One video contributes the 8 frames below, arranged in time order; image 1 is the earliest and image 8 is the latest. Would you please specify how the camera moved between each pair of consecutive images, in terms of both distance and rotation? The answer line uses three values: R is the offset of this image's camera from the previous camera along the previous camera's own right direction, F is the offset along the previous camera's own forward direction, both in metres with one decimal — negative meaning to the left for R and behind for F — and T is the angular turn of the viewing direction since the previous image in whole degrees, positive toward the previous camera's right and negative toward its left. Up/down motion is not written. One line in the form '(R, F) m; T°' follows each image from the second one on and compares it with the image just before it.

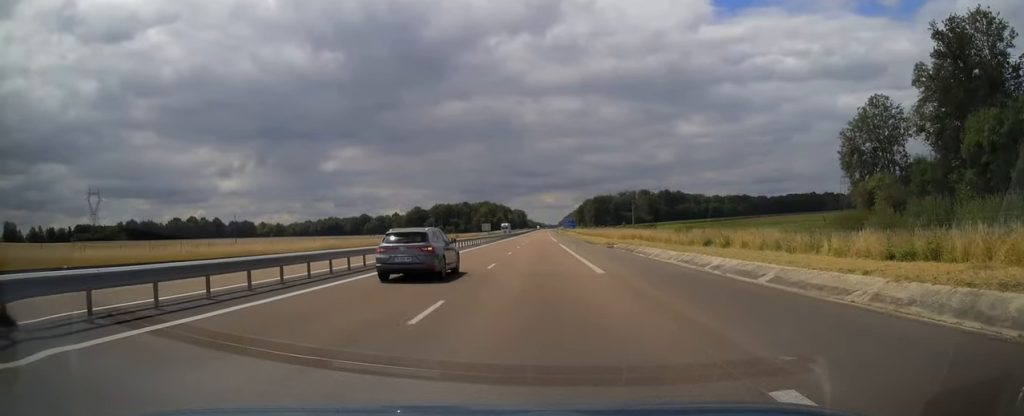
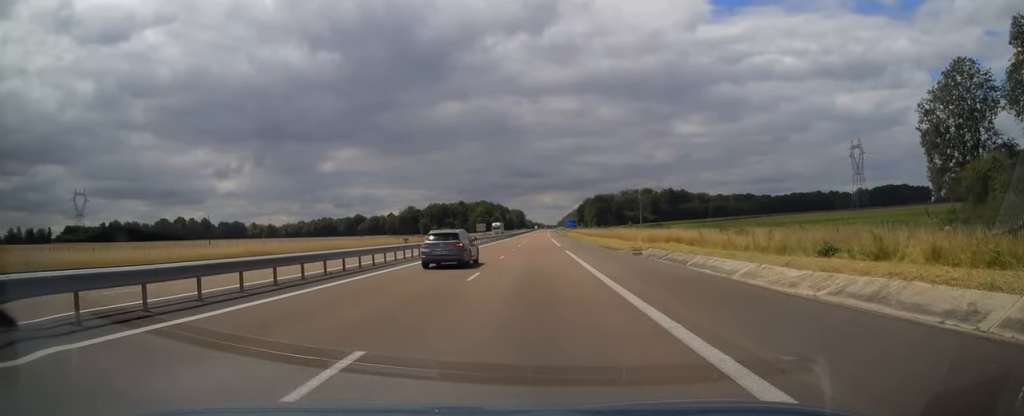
(0.0, +18.1) m; 0°
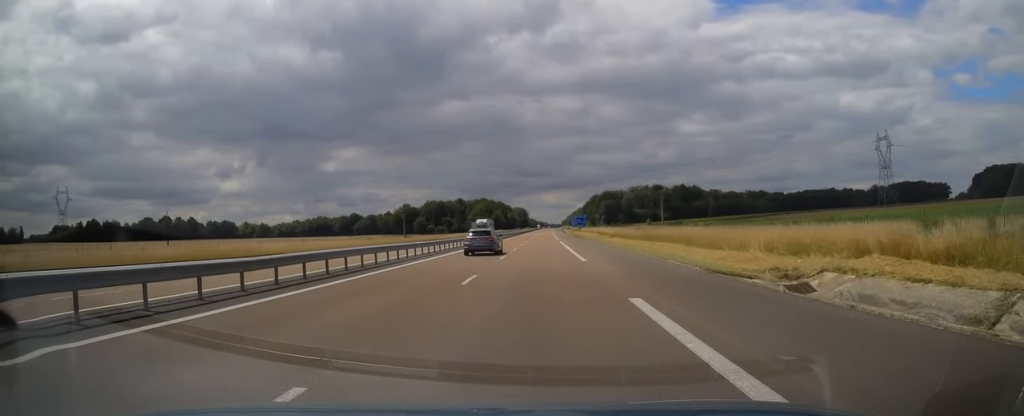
(+0.1, +28.0) m; 0°
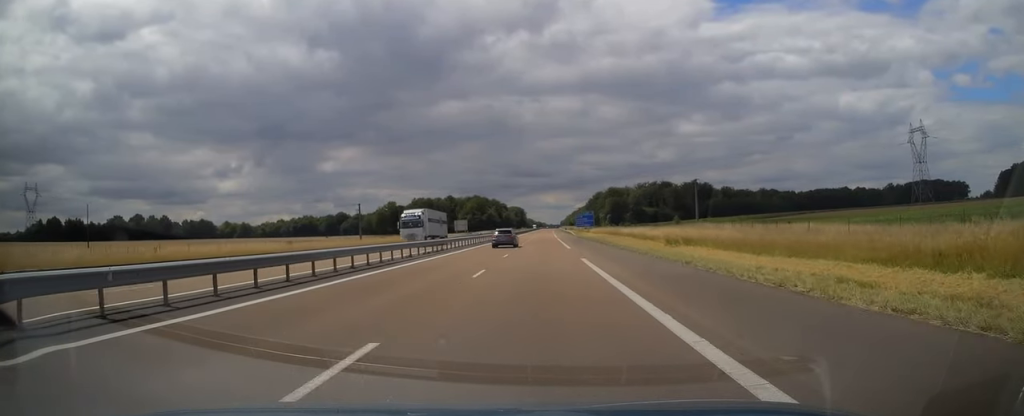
(-0.1, +37.3) m; 0°
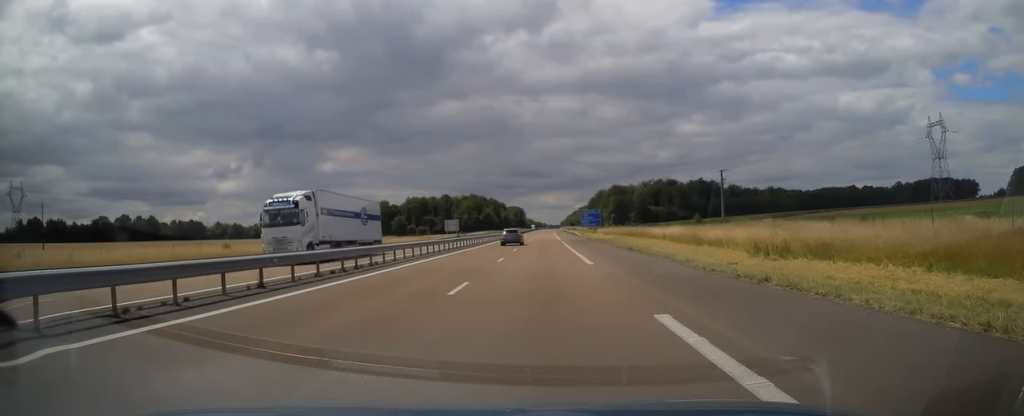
(0.0, +17.7) m; 0°
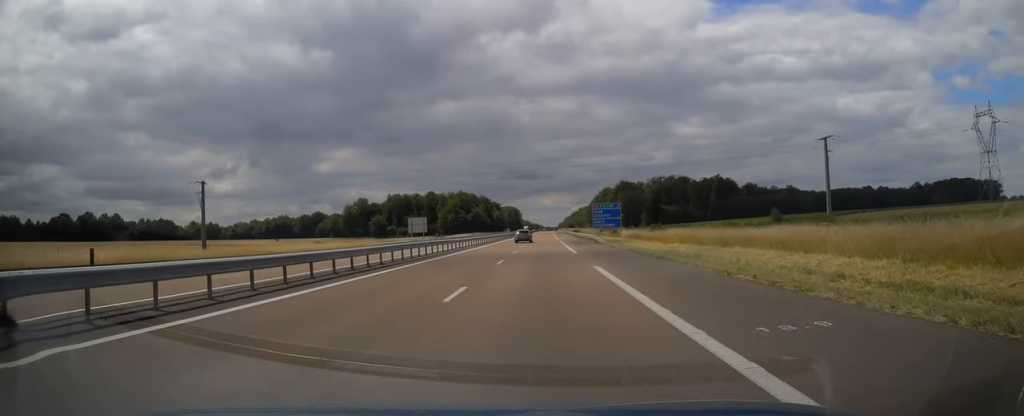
(-0.2, +40.9) m; 0°
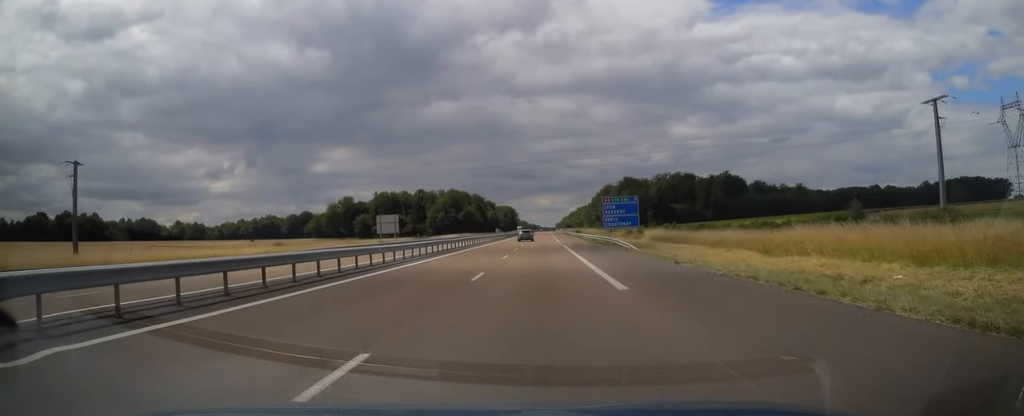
(-0.2, +21.2) m; +1°
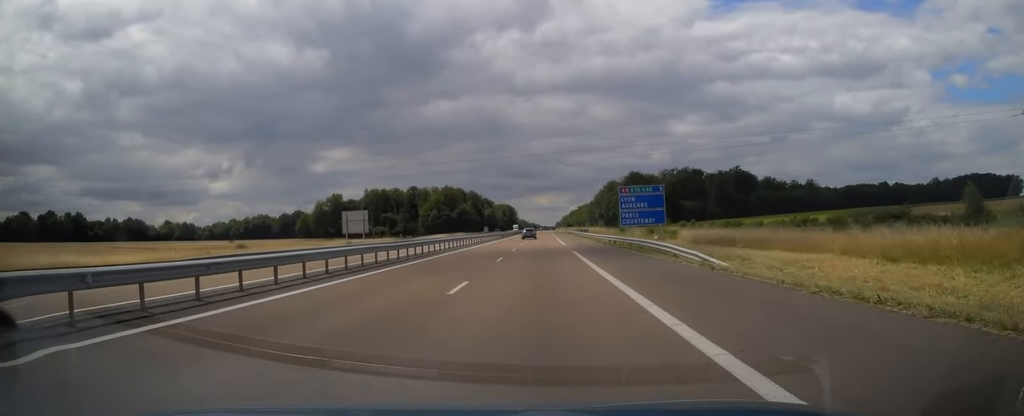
(+0.3, +17.1) m; 0°
